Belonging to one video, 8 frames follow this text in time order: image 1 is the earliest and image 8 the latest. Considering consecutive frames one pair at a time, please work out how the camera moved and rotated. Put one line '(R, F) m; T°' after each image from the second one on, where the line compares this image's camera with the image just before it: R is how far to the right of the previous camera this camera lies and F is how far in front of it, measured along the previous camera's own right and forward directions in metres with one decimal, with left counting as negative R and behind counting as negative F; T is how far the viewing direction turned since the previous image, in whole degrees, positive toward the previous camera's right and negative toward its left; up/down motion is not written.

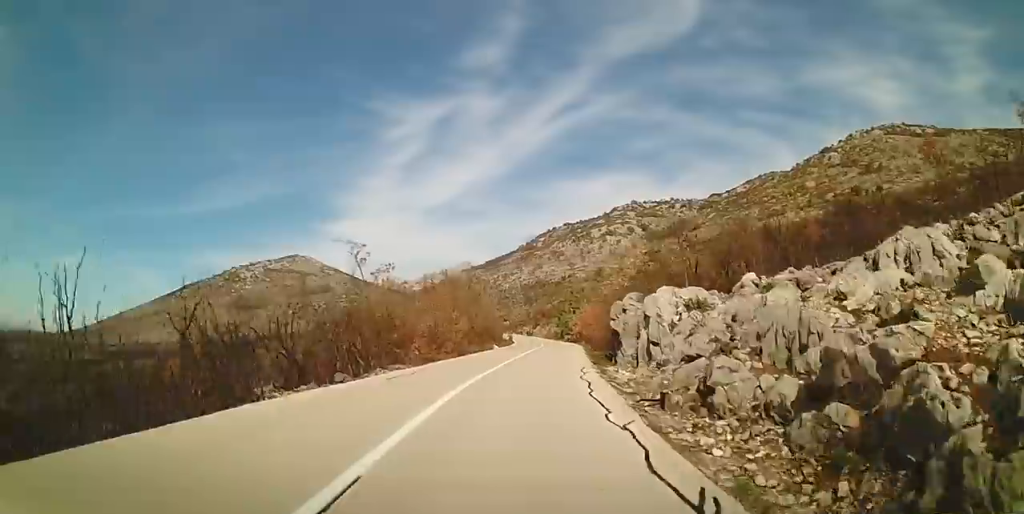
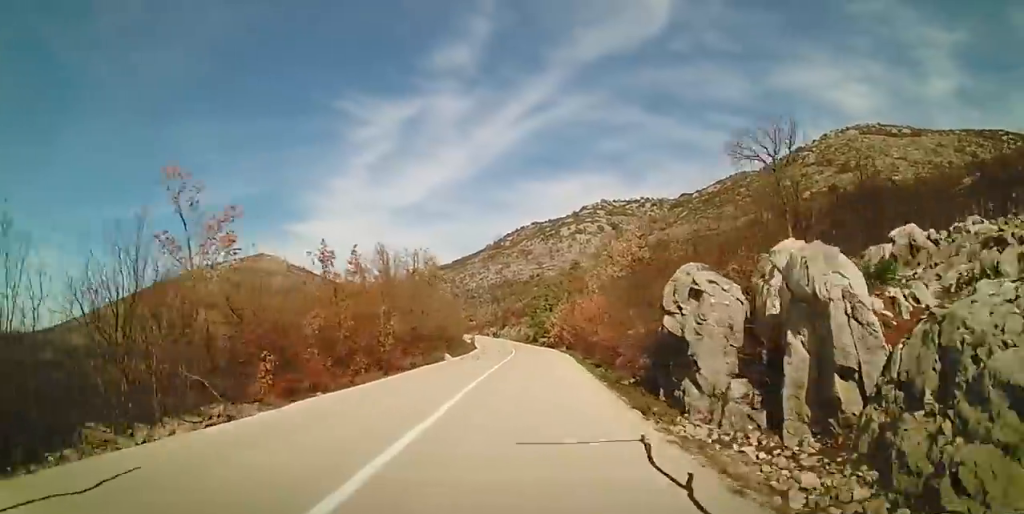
(+0.2, +11.5) m; +2°
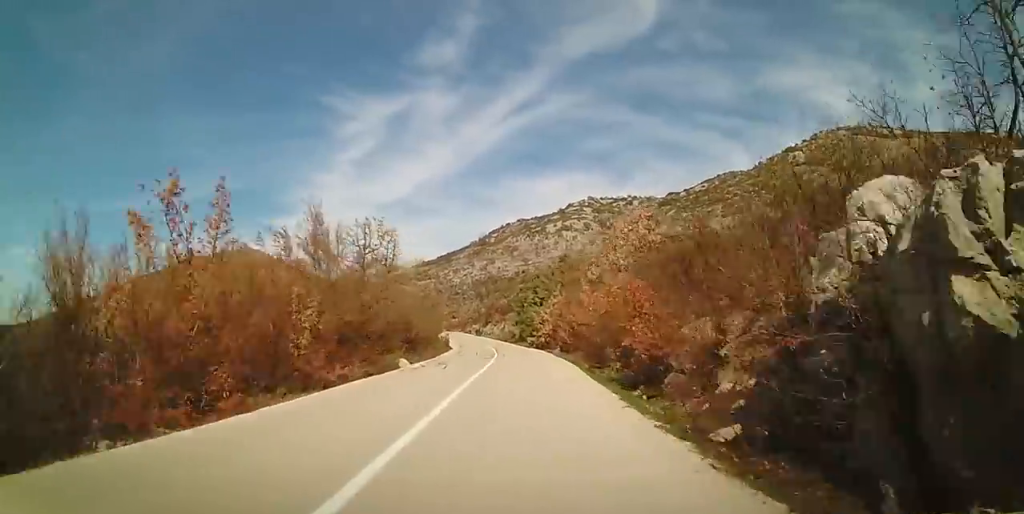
(+0.1, +7.7) m; 0°
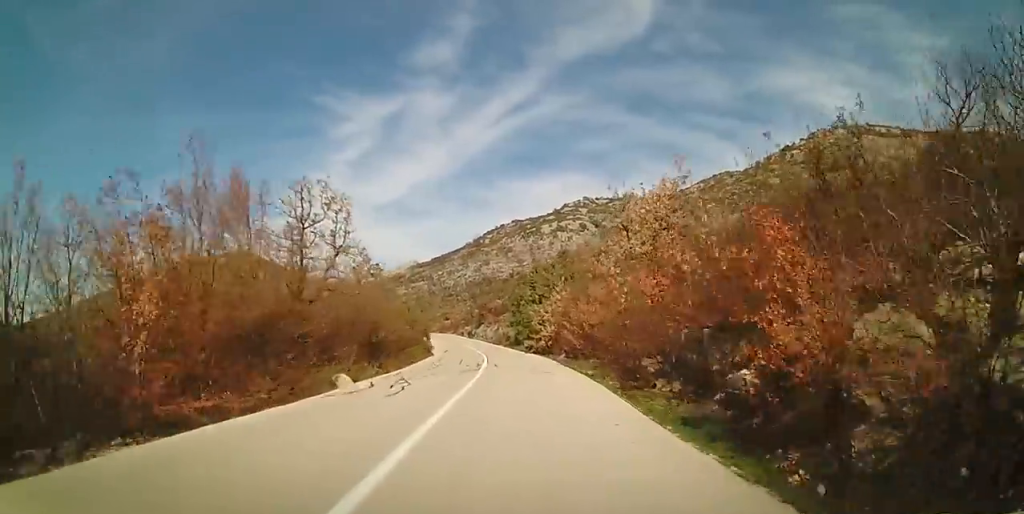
(+0.1, +6.6) m; 0°
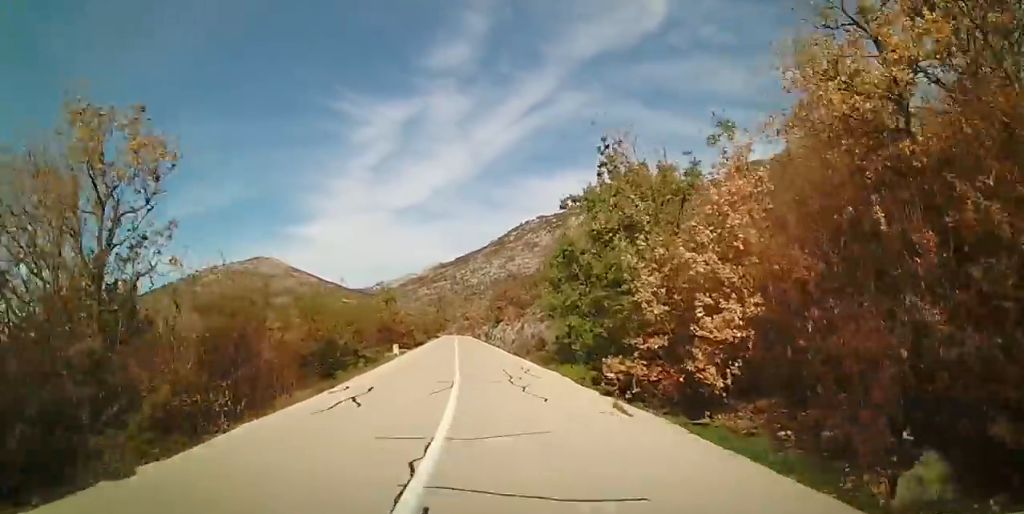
(-0.5, +23.9) m; -2°
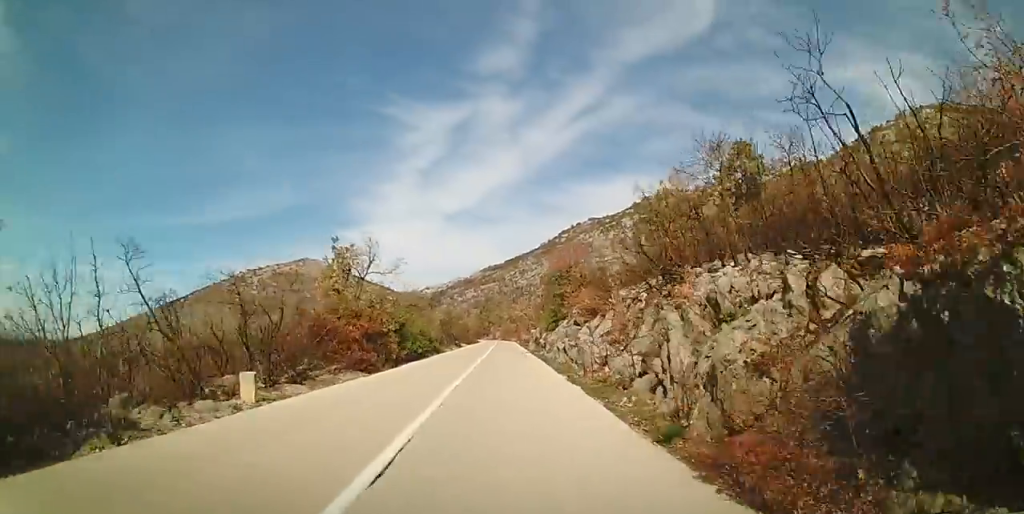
(0.0, +22.5) m; 0°
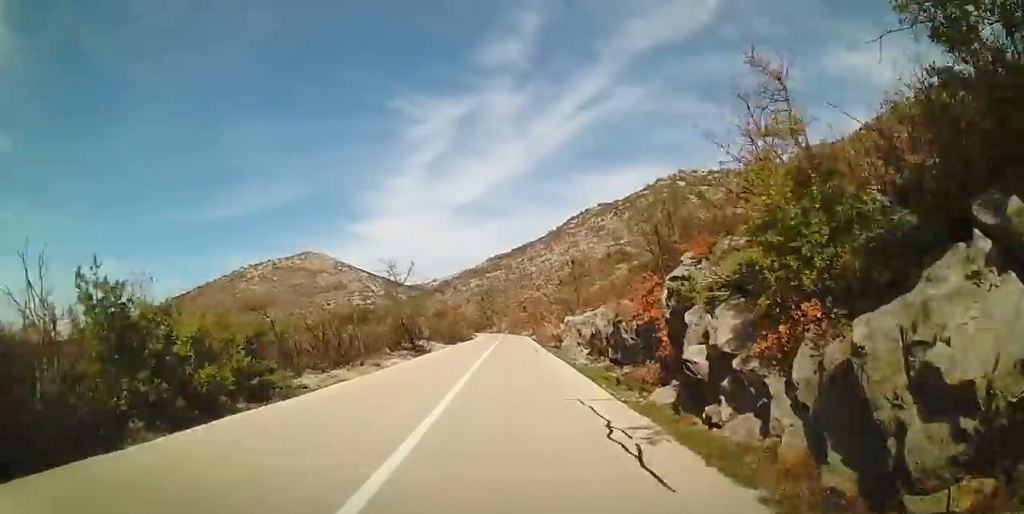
(0.0, +31.1) m; 0°
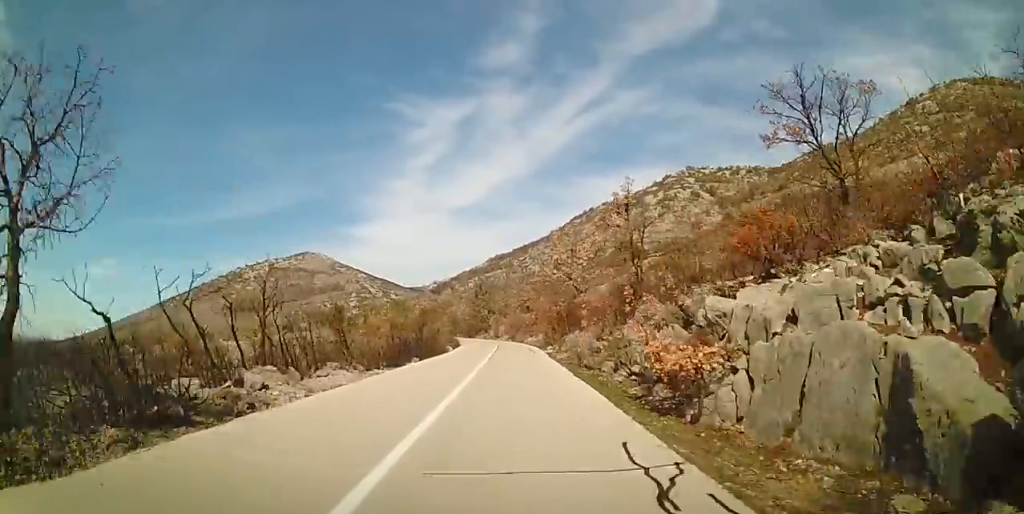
(-0.3, +23.4) m; -2°
